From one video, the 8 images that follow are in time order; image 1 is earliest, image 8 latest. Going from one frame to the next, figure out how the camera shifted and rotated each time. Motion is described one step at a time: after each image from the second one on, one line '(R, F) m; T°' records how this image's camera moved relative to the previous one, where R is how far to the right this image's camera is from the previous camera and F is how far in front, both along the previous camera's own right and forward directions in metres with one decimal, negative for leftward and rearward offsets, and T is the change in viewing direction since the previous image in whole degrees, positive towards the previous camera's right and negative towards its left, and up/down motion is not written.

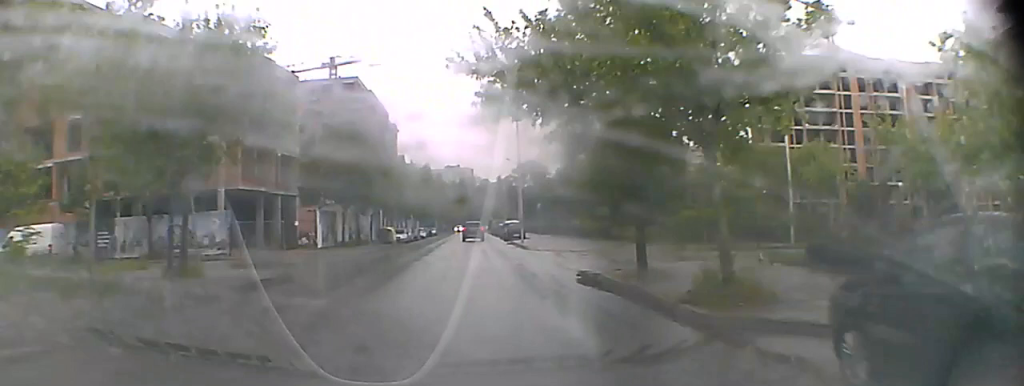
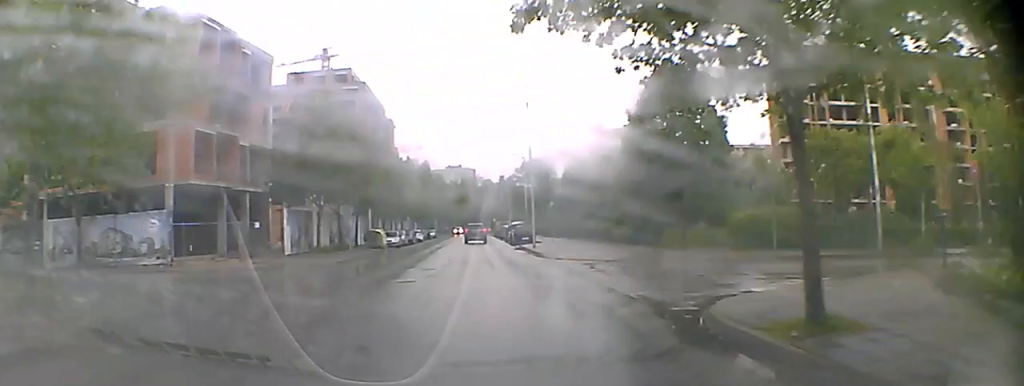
(+0.1, +10.1) m; 0°
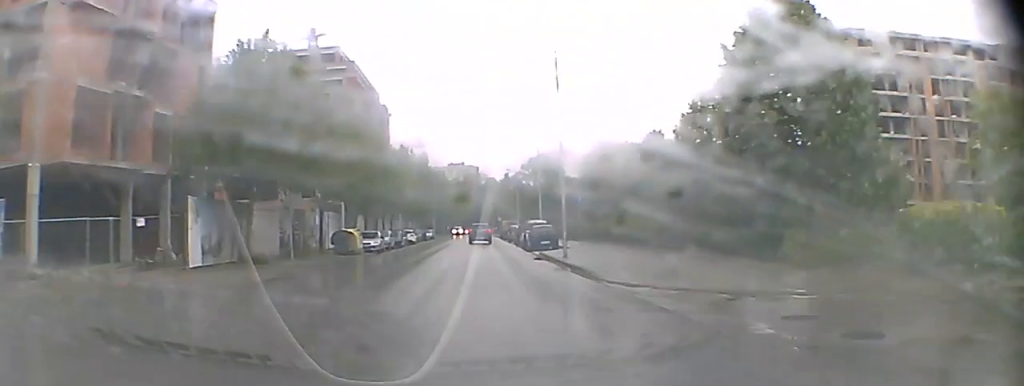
(0.0, +13.8) m; 0°
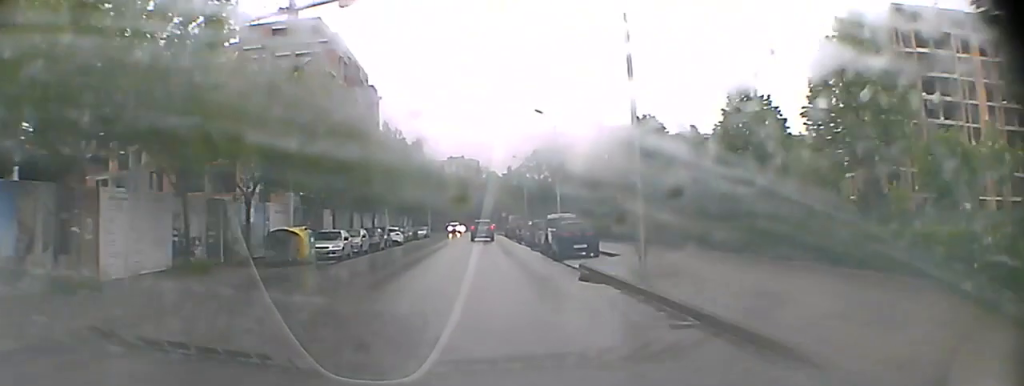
(-0.1, +13.6) m; 0°
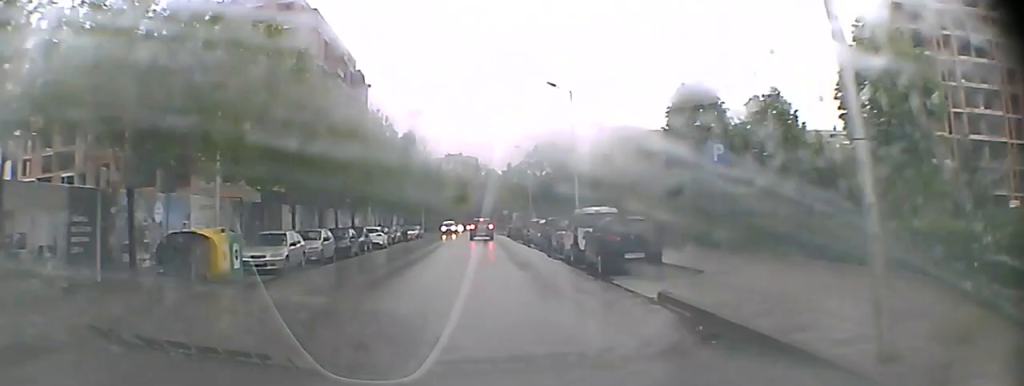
(0.0, +9.8) m; 0°
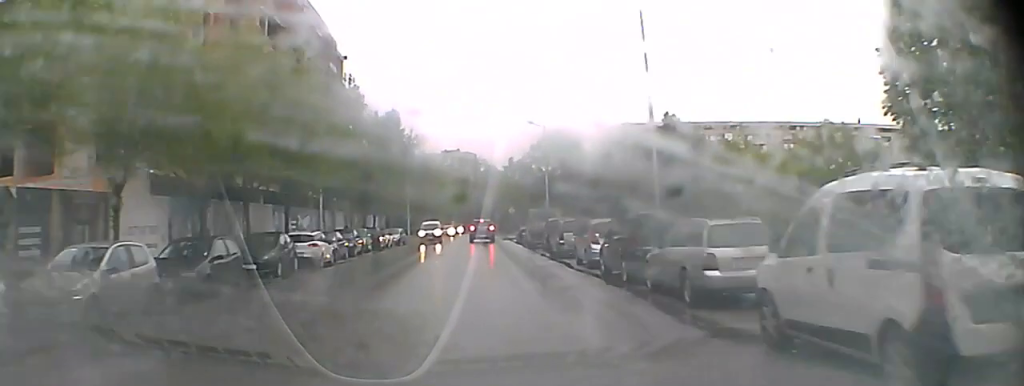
(+0.1, +17.8) m; +1°
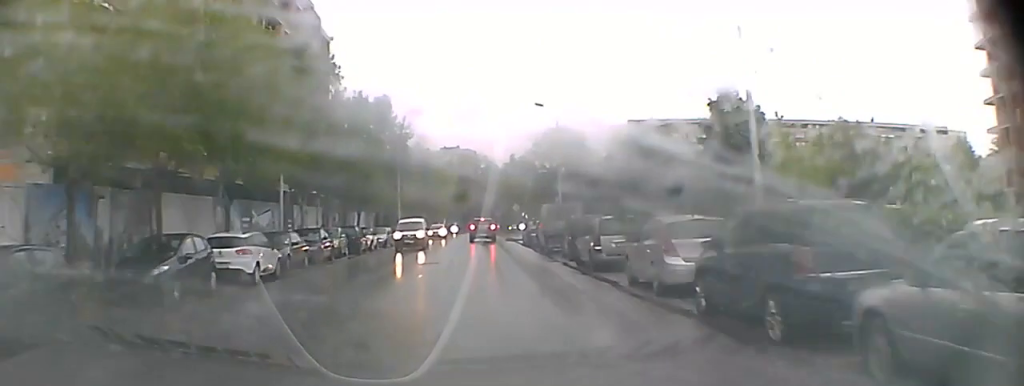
(+0.1, +8.0) m; 0°
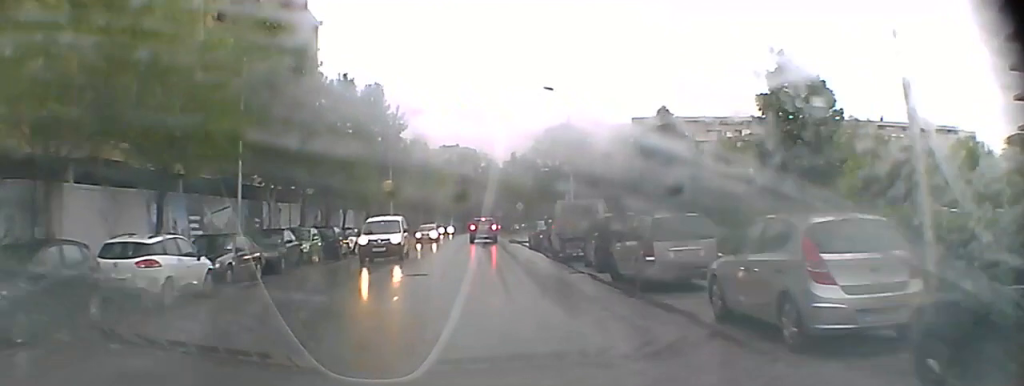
(0.0, +5.5) m; 0°
